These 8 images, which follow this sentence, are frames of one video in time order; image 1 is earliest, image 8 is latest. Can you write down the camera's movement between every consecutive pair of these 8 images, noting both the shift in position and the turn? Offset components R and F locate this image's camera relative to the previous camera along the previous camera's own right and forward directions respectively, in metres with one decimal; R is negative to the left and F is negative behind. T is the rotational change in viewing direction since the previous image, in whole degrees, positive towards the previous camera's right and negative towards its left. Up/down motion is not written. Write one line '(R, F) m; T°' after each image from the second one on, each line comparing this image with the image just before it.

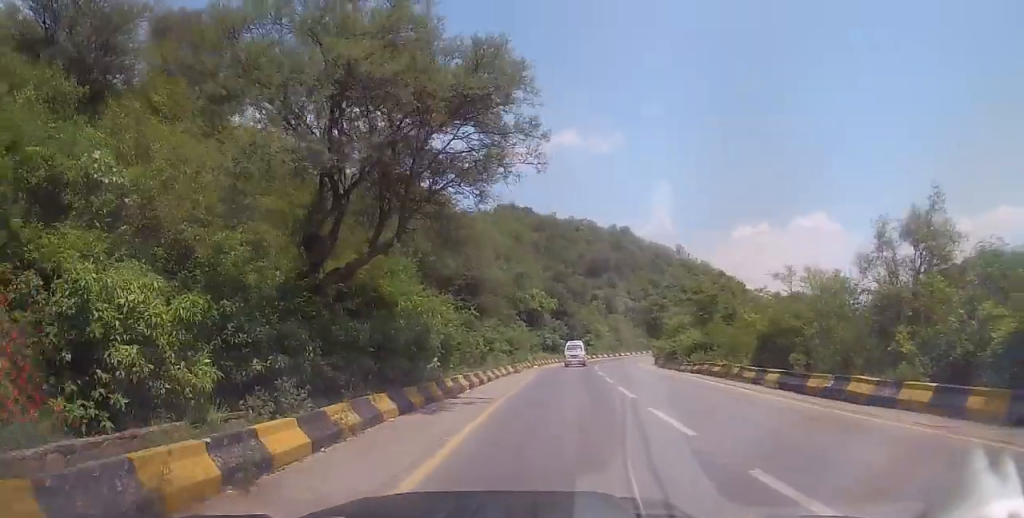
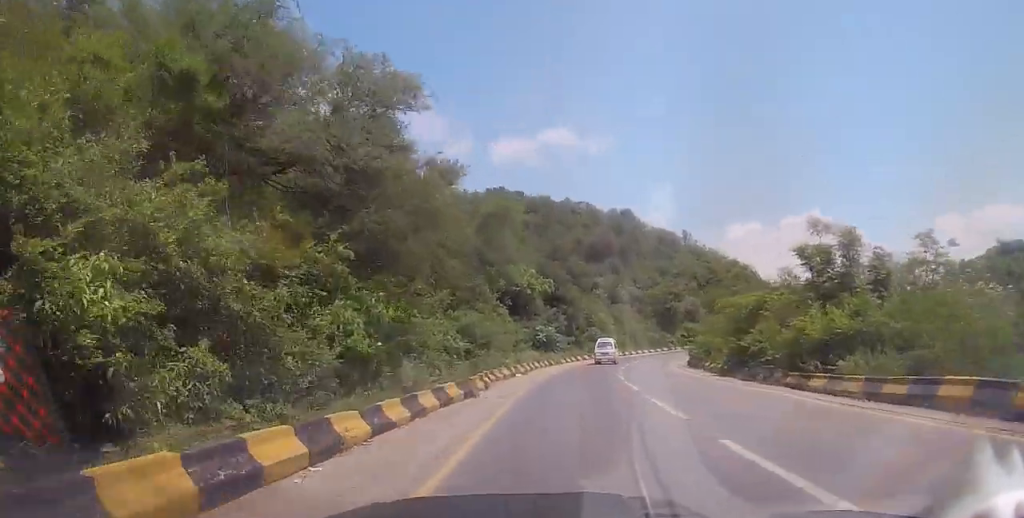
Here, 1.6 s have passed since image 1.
(+2.9, +17.2) m; -1°
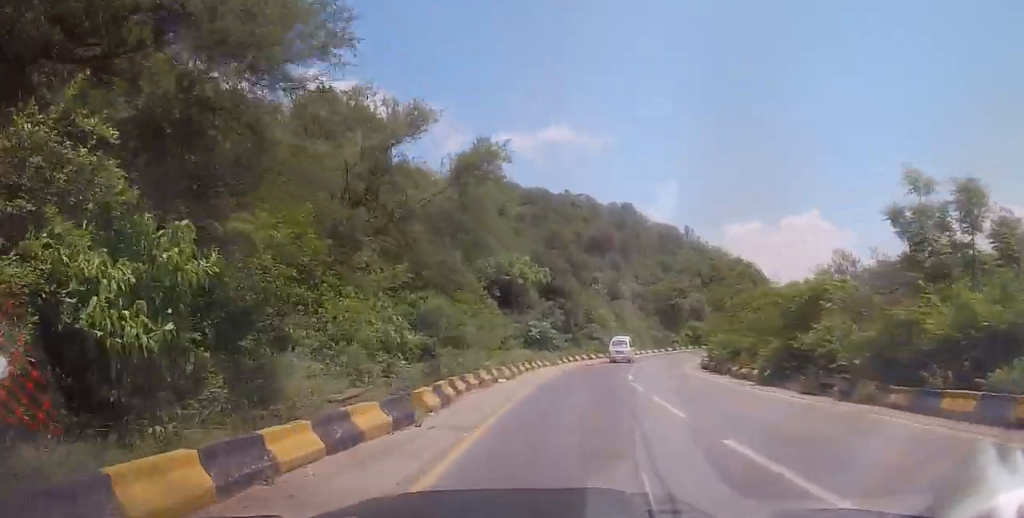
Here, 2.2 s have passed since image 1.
(-1.8, +5.5) m; -5°
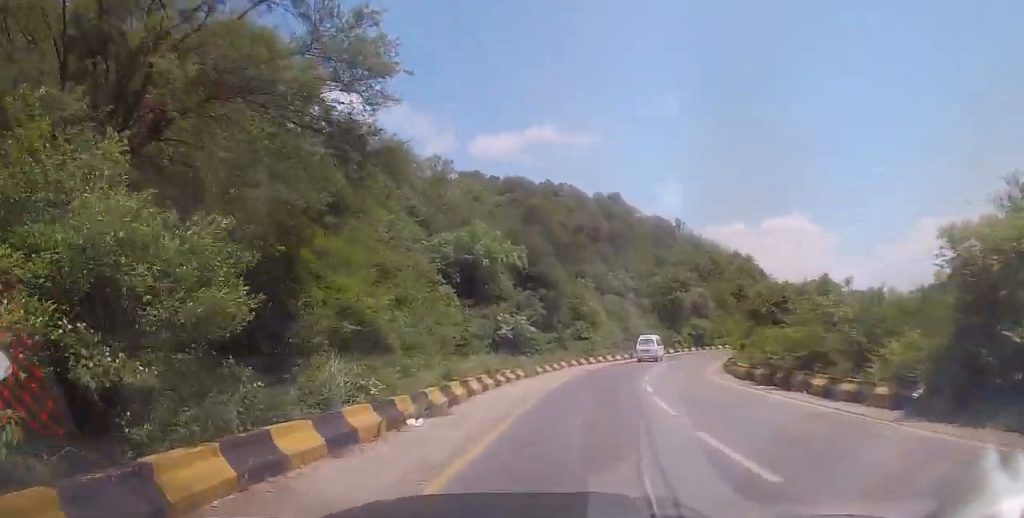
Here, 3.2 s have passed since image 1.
(-0.6, +10.4) m; +2°
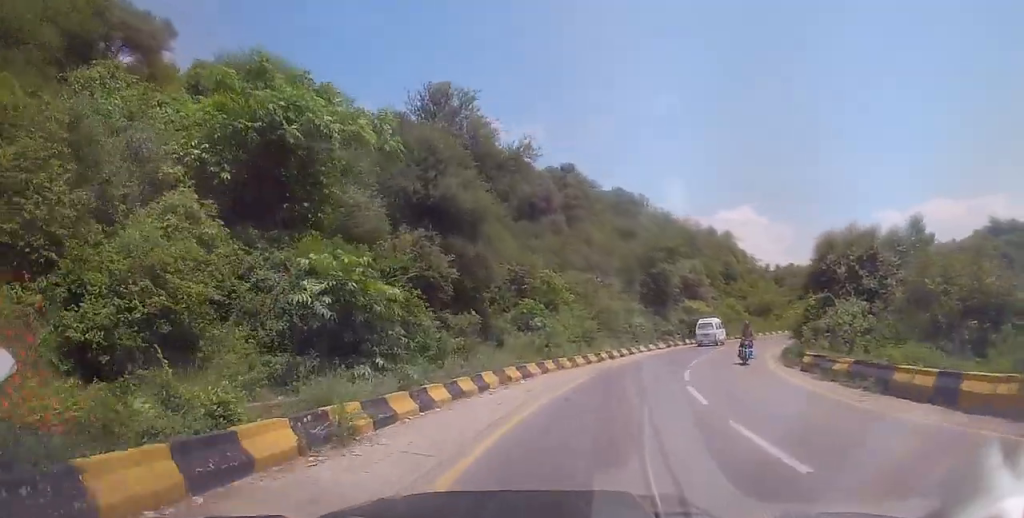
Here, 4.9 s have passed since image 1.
(+2.1, +18.7) m; +9°
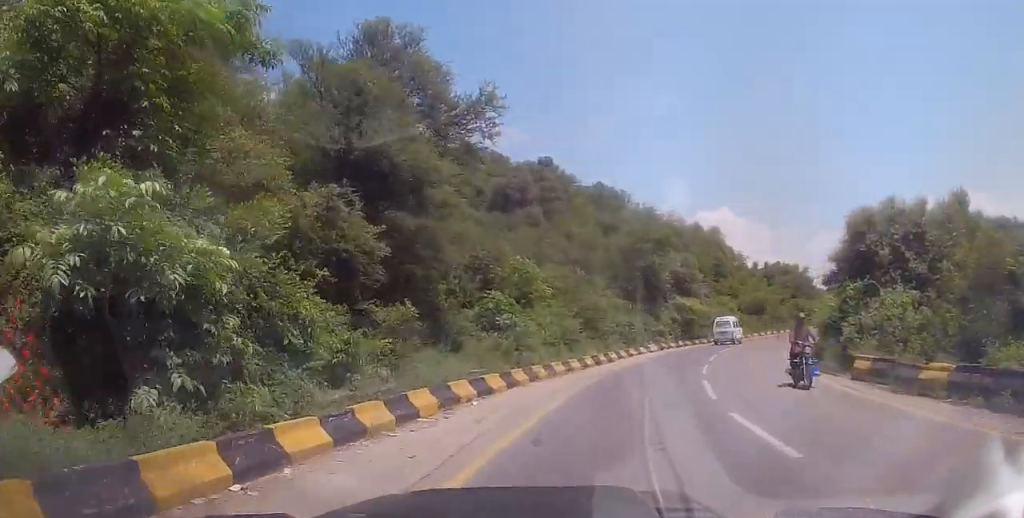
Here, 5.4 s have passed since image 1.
(+0.1, +5.5) m; +1°
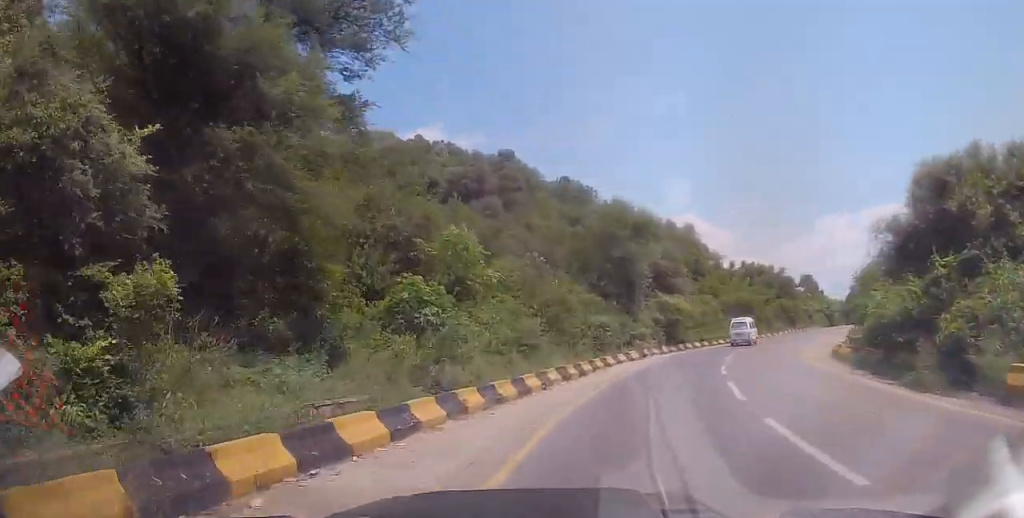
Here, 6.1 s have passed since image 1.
(+0.1, +7.3) m; +5°
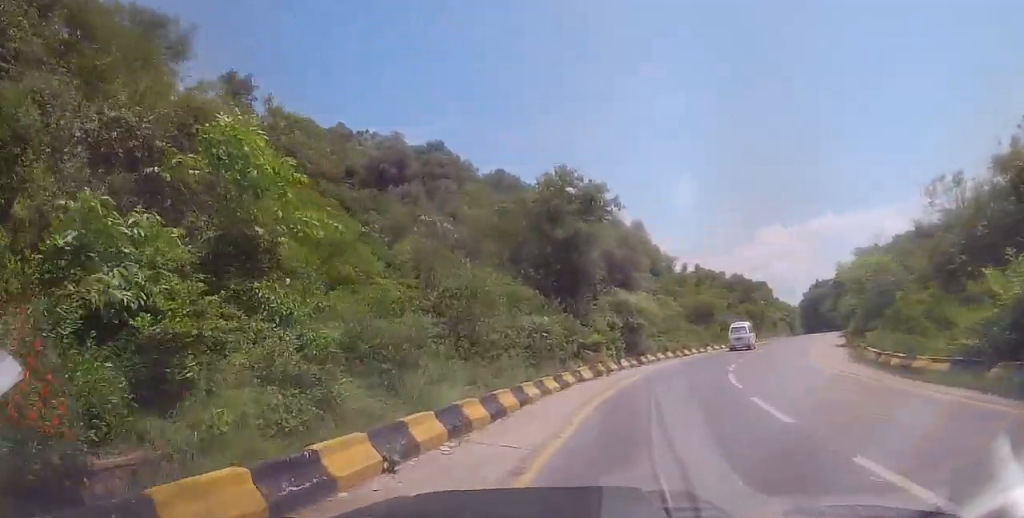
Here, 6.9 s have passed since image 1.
(+0.3, +8.9) m; +7°
